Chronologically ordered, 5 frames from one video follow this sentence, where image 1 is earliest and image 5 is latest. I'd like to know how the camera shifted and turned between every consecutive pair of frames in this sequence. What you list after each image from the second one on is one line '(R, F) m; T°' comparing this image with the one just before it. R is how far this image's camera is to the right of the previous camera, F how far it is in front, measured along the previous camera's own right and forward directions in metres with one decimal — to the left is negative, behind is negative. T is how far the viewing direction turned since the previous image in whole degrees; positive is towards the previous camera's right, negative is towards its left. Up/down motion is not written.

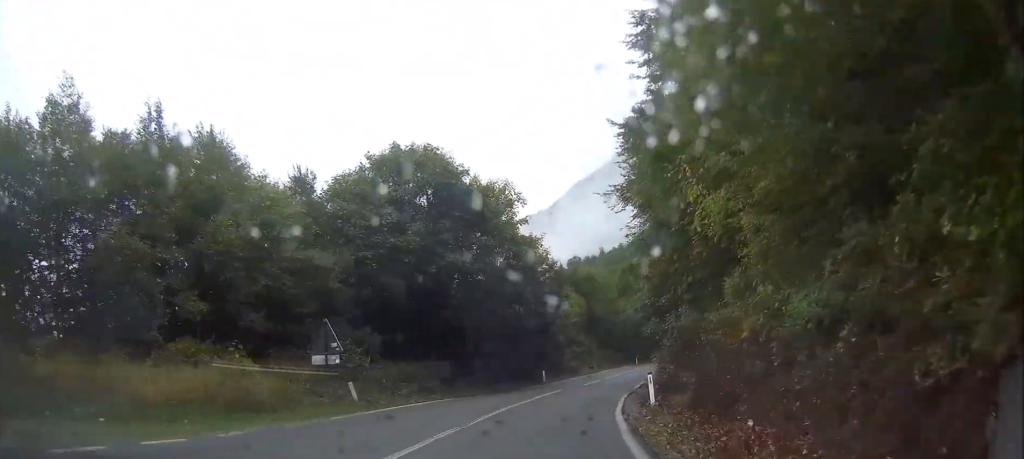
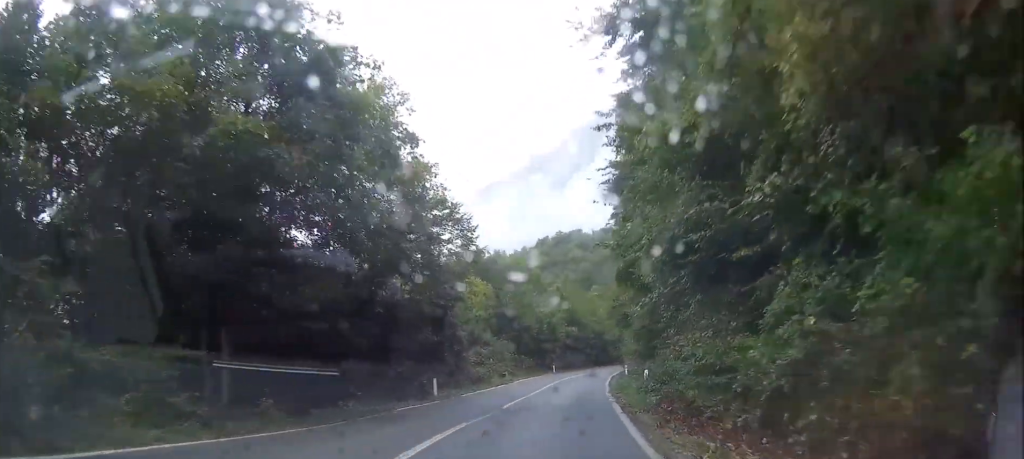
(+1.7, +16.4) m; +8°
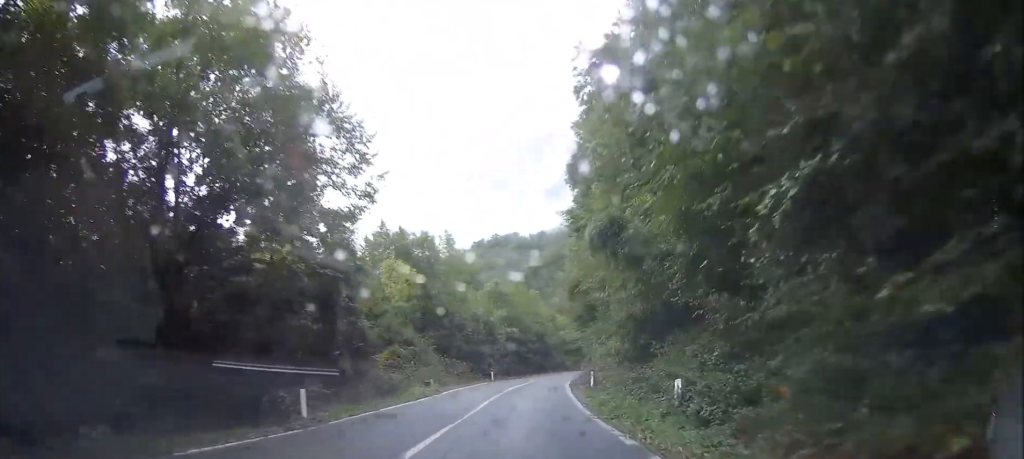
(0.0, +11.7) m; +2°
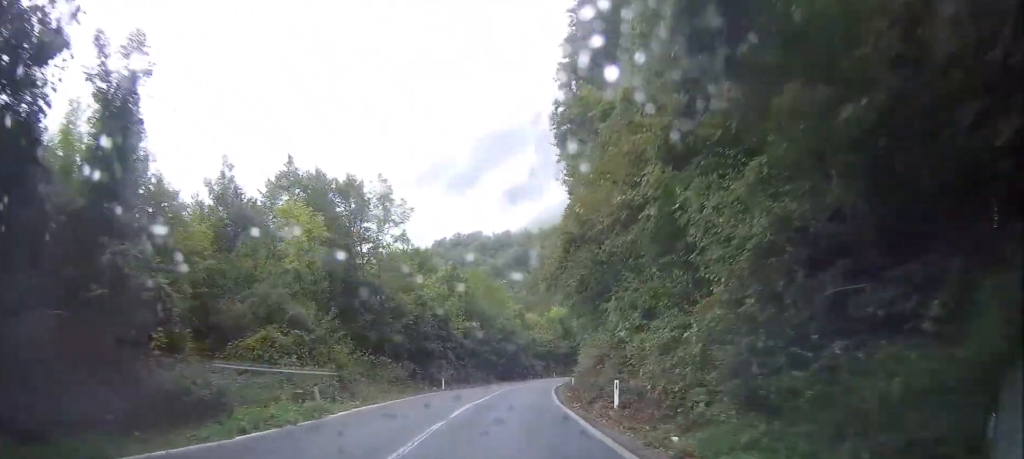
(+0.6, +16.6) m; +3°
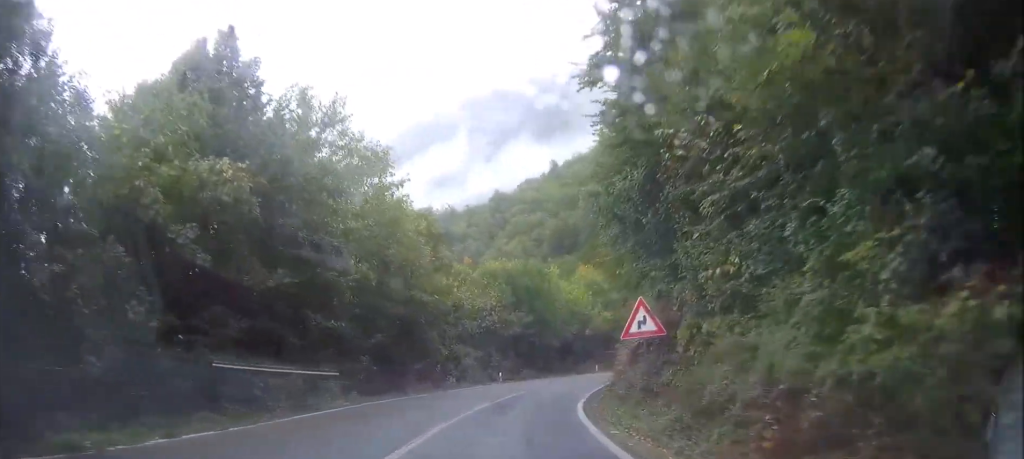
(+3.5, +45.1) m; +10°
